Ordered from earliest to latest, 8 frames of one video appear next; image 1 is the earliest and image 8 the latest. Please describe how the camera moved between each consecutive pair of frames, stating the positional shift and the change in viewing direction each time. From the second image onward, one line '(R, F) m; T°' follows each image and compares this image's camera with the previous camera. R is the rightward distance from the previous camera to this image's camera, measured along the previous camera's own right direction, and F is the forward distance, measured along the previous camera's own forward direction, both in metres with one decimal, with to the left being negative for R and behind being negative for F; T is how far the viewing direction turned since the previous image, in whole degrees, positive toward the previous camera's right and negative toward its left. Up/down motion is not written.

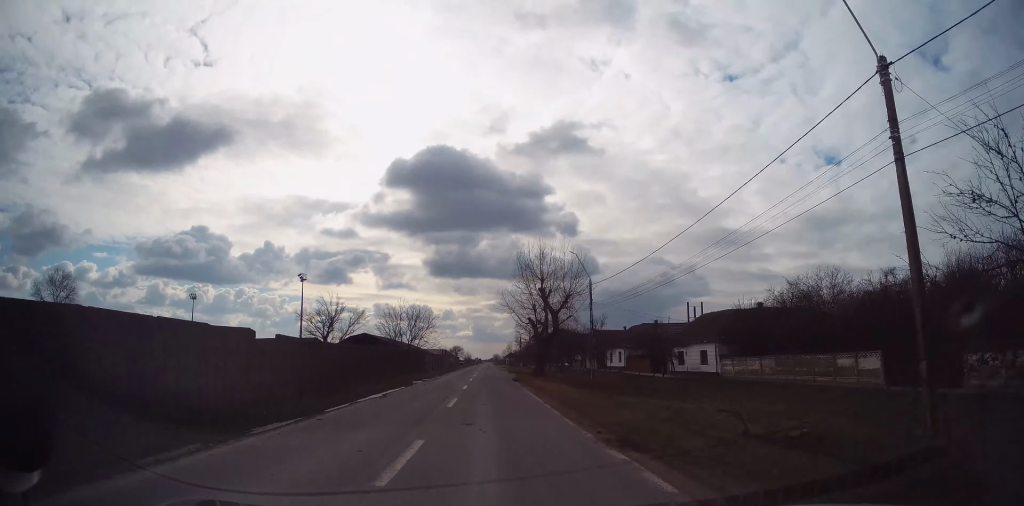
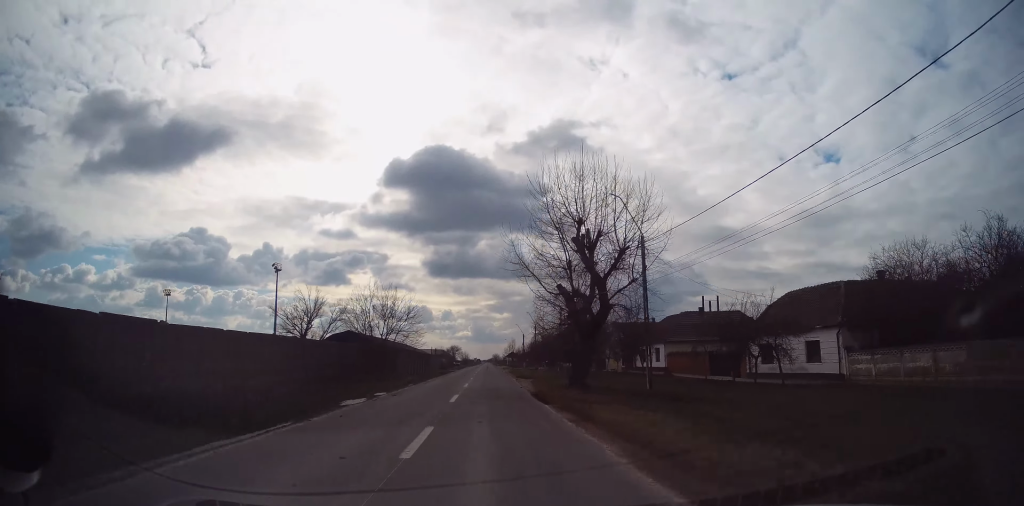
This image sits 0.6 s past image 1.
(+0.2, +15.8) m; 0°
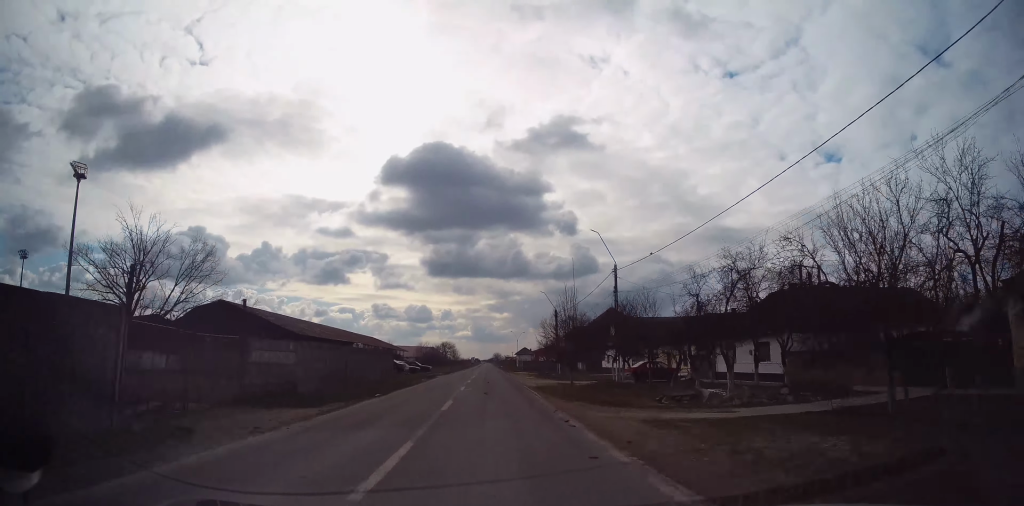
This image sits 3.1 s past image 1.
(+0.1, +63.0) m; 0°
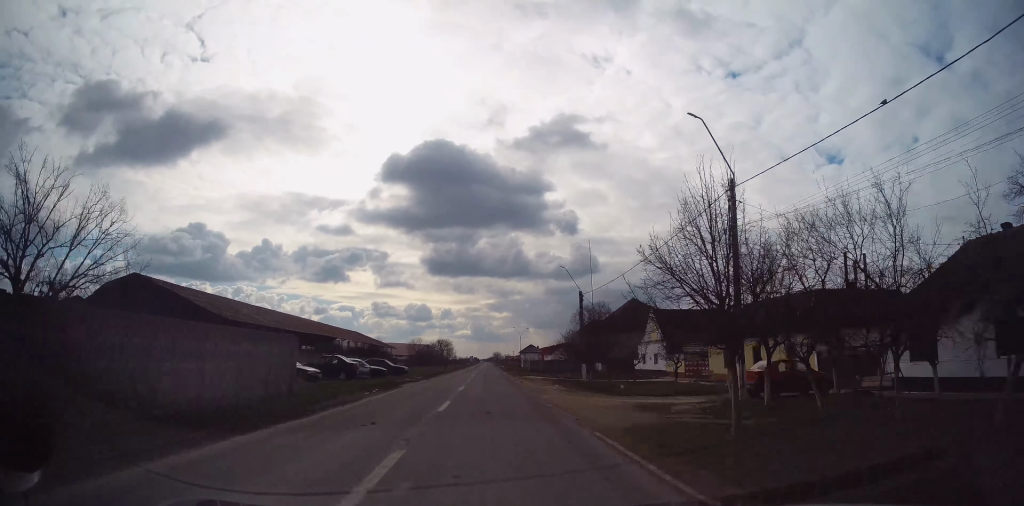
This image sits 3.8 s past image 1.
(+0.1, +17.5) m; -1°
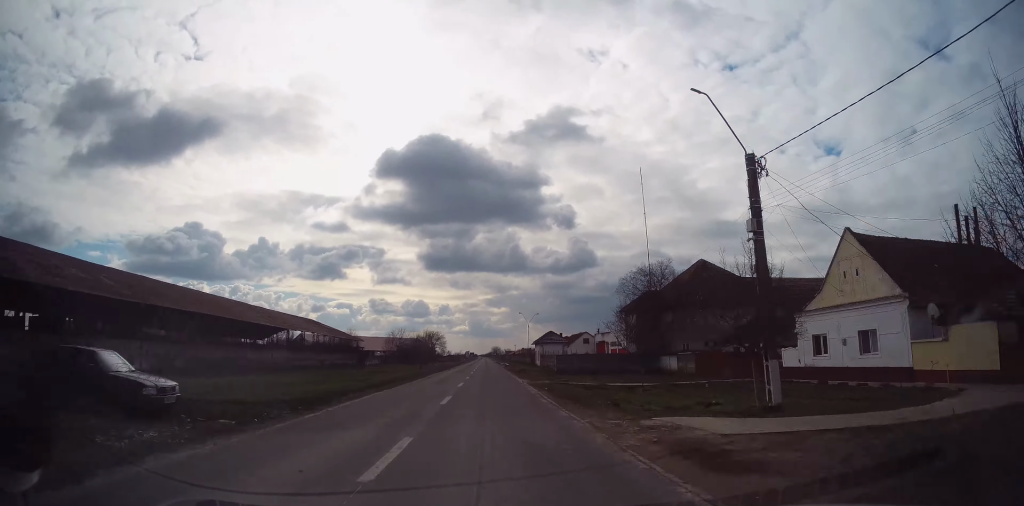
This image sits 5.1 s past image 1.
(-0.6, +34.8) m; 0°
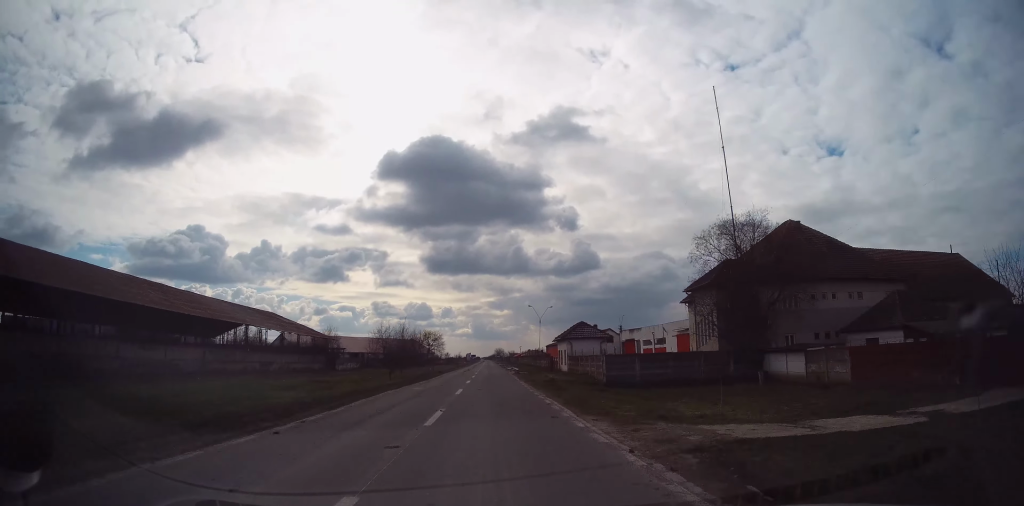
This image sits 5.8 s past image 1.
(+0.4, +20.7) m; +1°
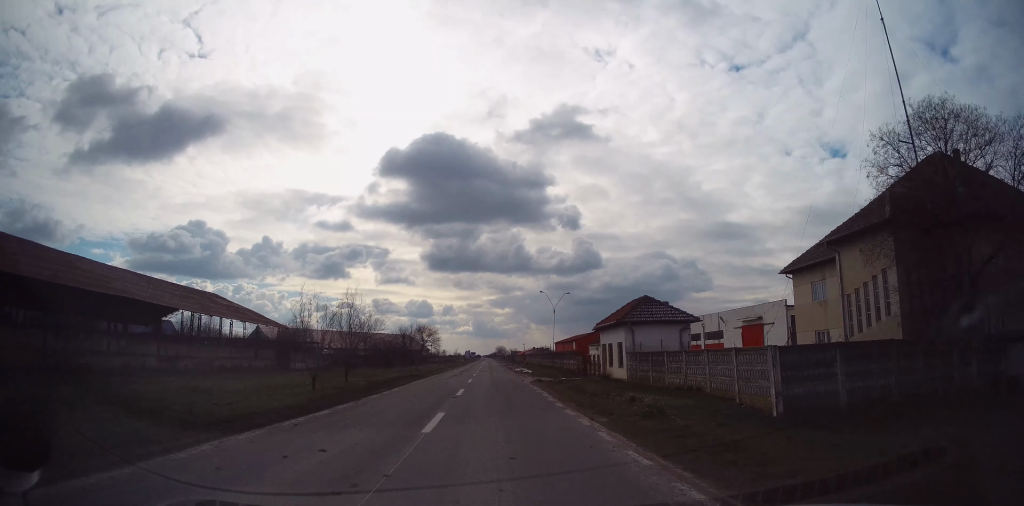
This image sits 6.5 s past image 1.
(0.0, +18.9) m; 0°
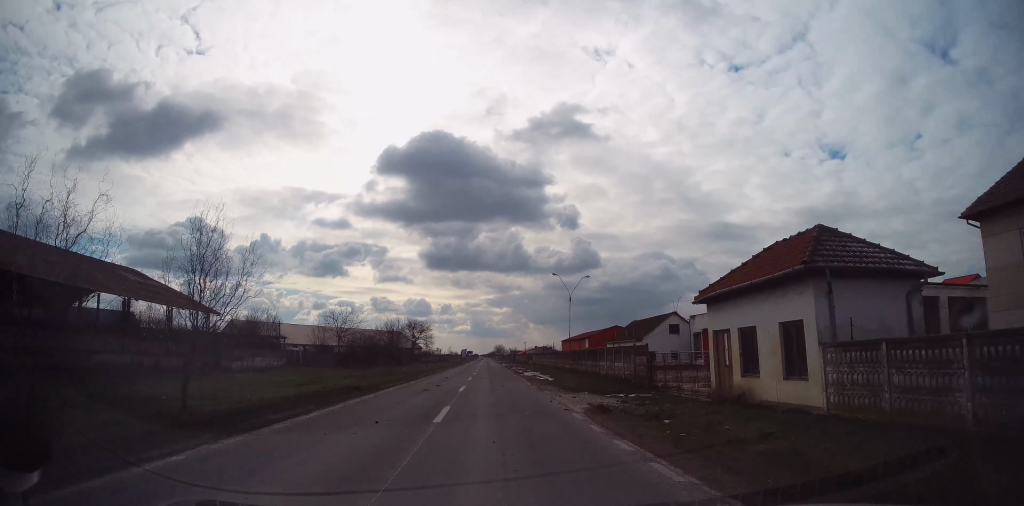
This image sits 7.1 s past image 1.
(0.0, +16.2) m; 0°
